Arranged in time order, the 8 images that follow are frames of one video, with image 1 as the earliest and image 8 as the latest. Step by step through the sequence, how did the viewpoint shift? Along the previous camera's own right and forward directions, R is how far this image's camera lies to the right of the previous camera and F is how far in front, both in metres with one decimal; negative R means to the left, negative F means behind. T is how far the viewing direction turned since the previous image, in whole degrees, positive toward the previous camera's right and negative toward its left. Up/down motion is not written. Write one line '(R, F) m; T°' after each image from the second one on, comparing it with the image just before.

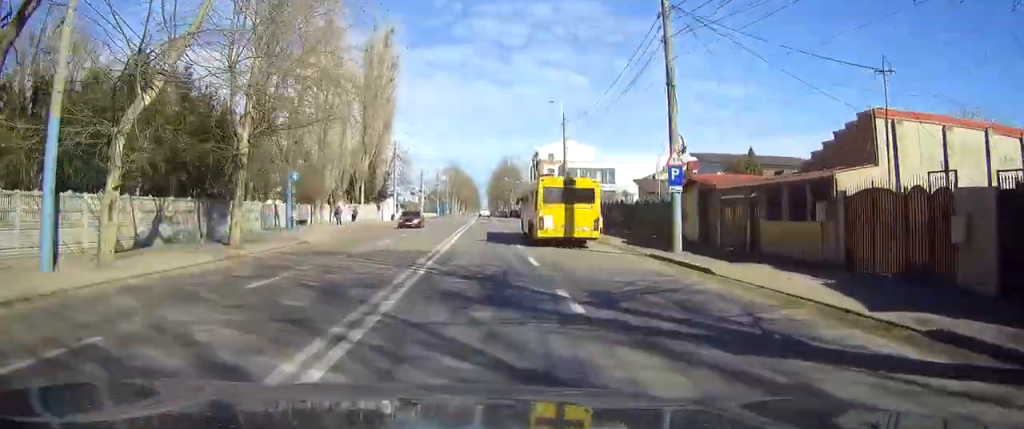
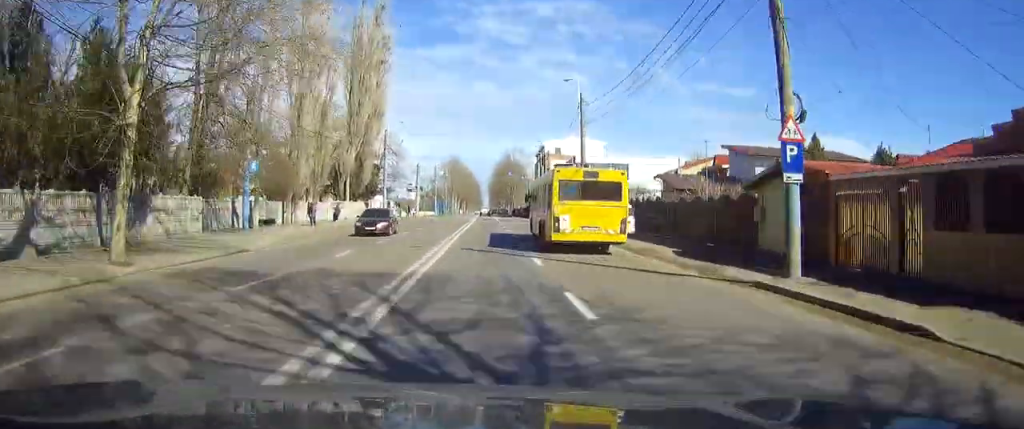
(0.0, +9.5) m; 0°
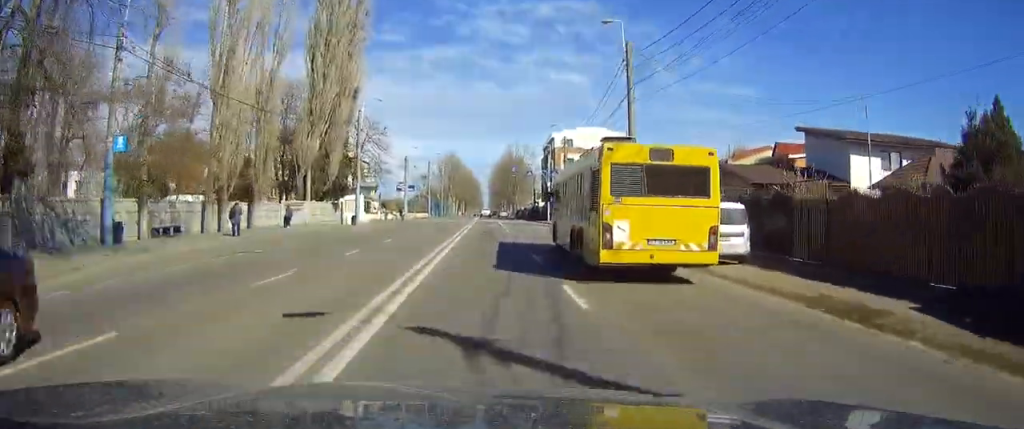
(+0.1, +16.2) m; 0°
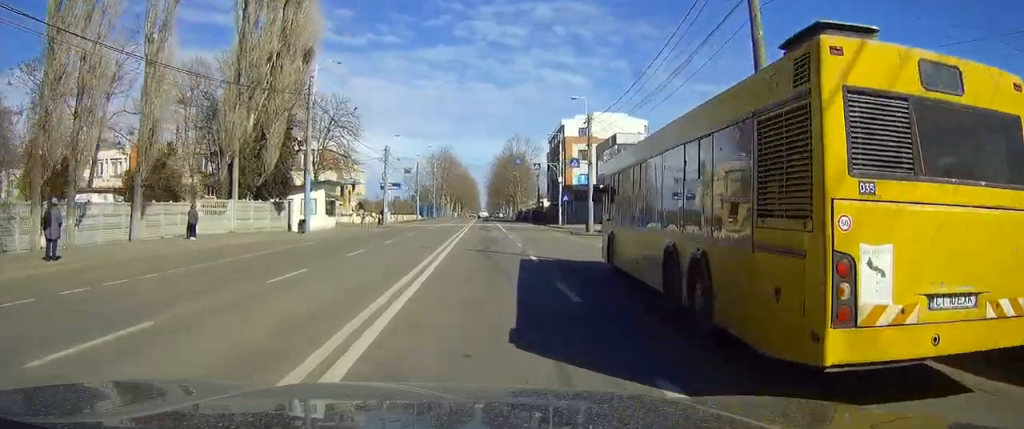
(-0.1, +16.3) m; -1°
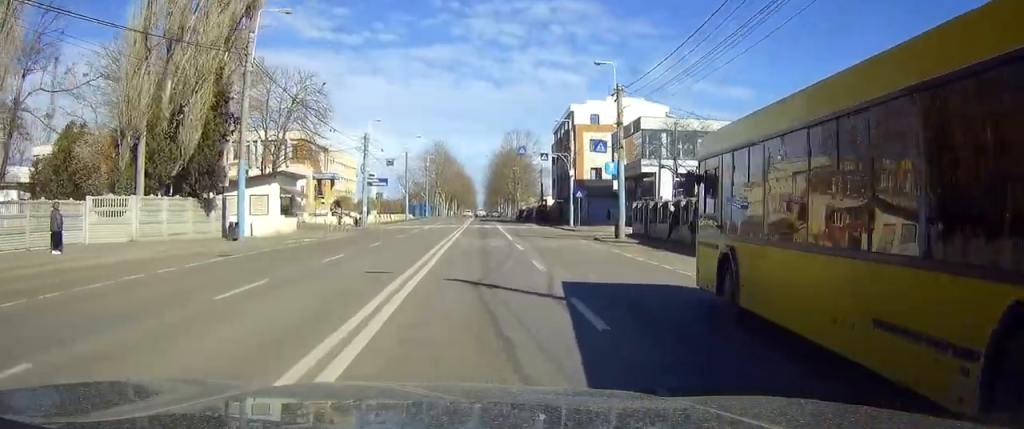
(-0.1, +11.5) m; 0°
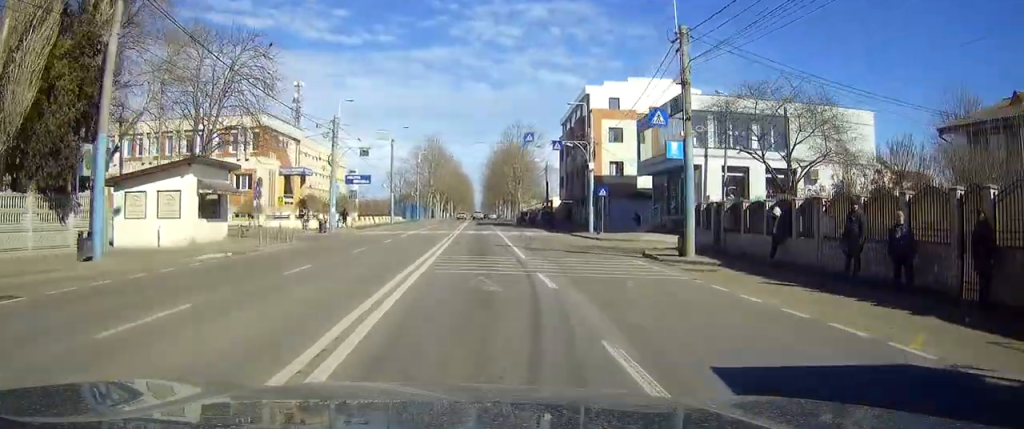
(0.0, +12.5) m; +1°
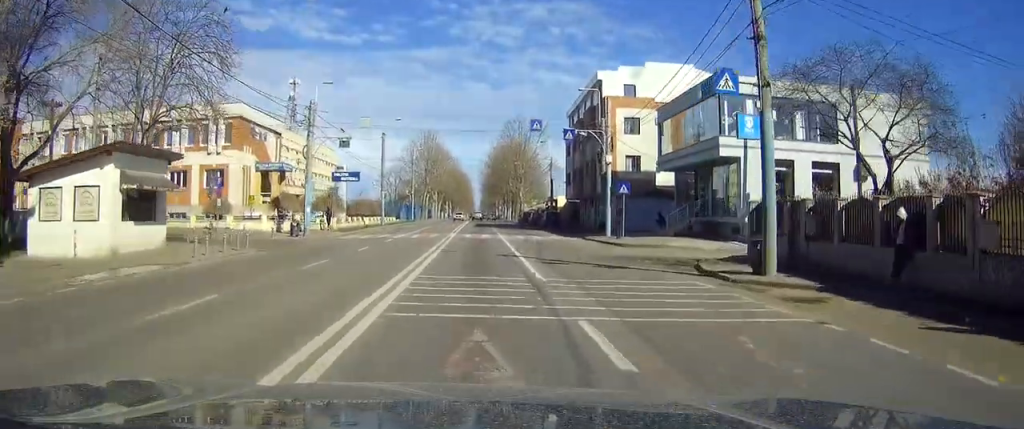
(+0.1, +7.0) m; 0°
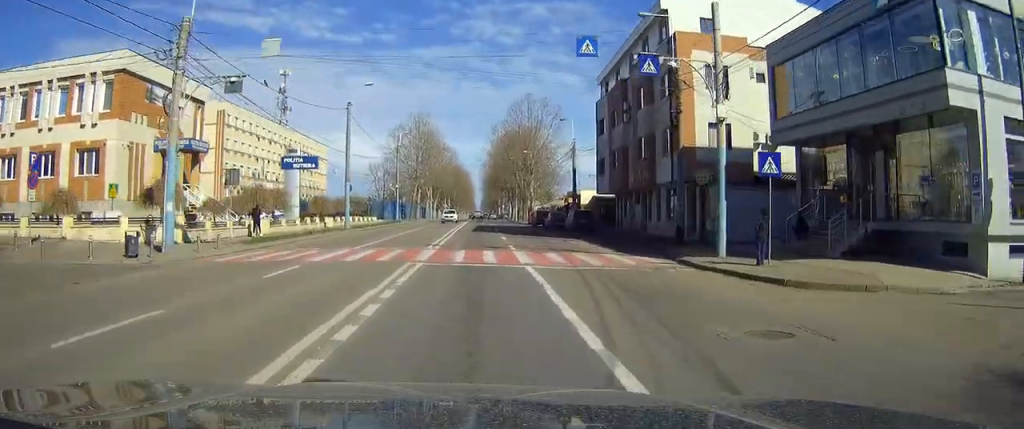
(+0.1, +20.0) m; 0°
